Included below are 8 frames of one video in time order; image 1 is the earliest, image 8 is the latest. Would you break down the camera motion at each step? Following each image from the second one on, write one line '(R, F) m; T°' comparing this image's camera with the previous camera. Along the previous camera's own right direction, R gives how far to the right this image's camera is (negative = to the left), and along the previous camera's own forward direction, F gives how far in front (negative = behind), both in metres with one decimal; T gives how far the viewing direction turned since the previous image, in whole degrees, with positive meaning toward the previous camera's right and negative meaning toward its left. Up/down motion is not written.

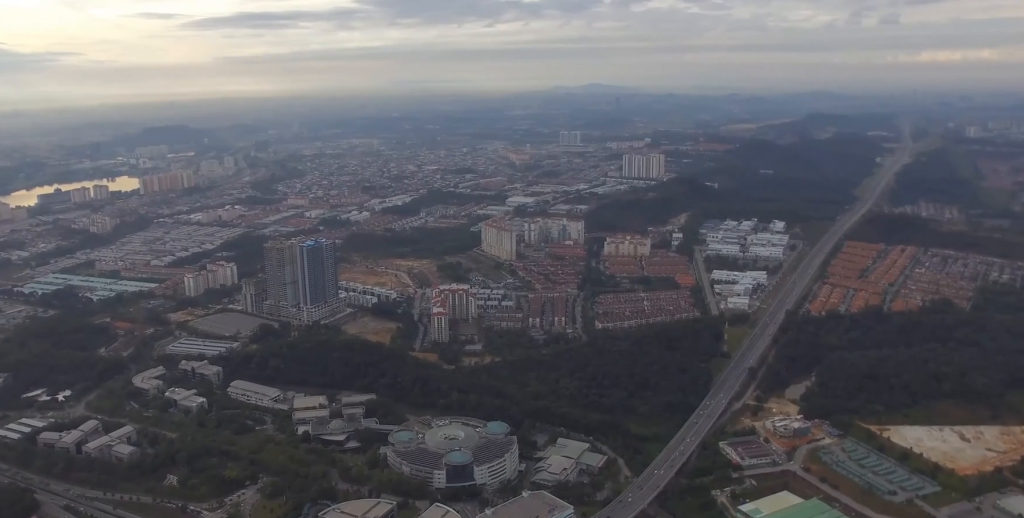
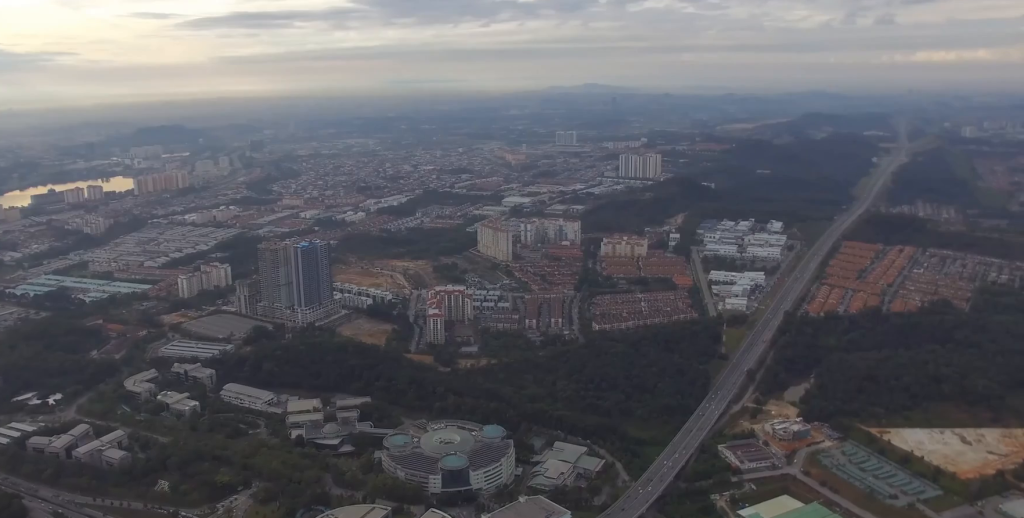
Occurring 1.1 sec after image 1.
(0.0, +13.6) m; 0°
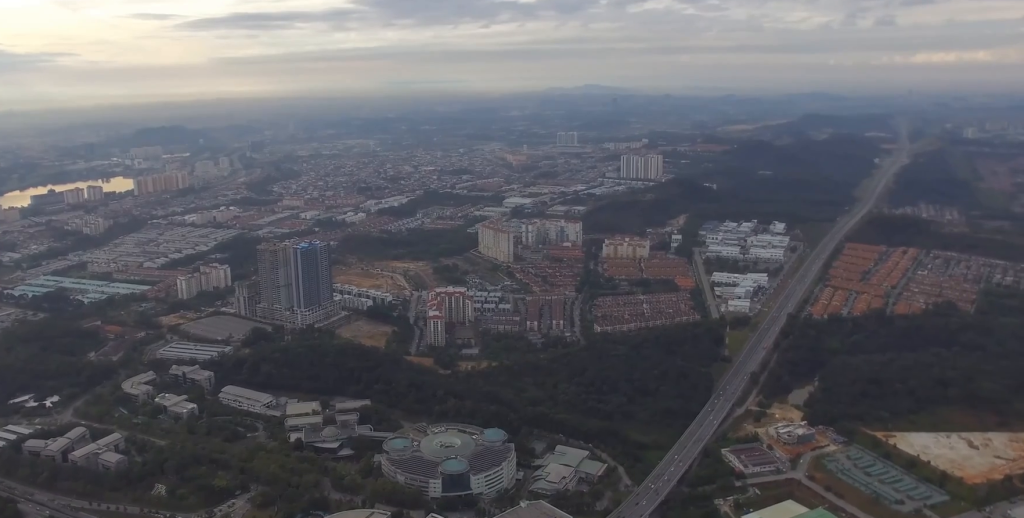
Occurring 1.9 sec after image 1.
(0.0, +9.3) m; 0°
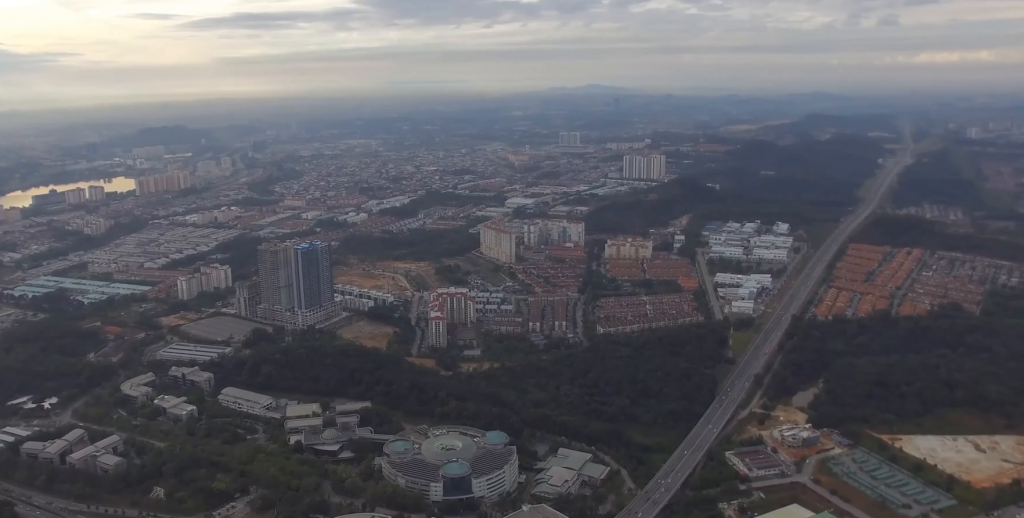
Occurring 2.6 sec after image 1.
(0.0, +8.4) m; 0°
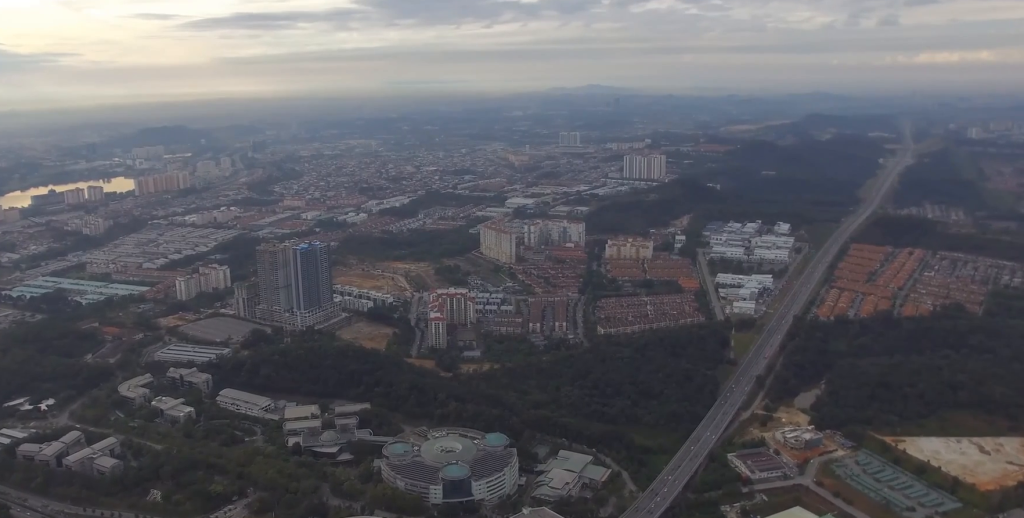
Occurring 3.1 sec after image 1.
(0.0, +7.0) m; 0°
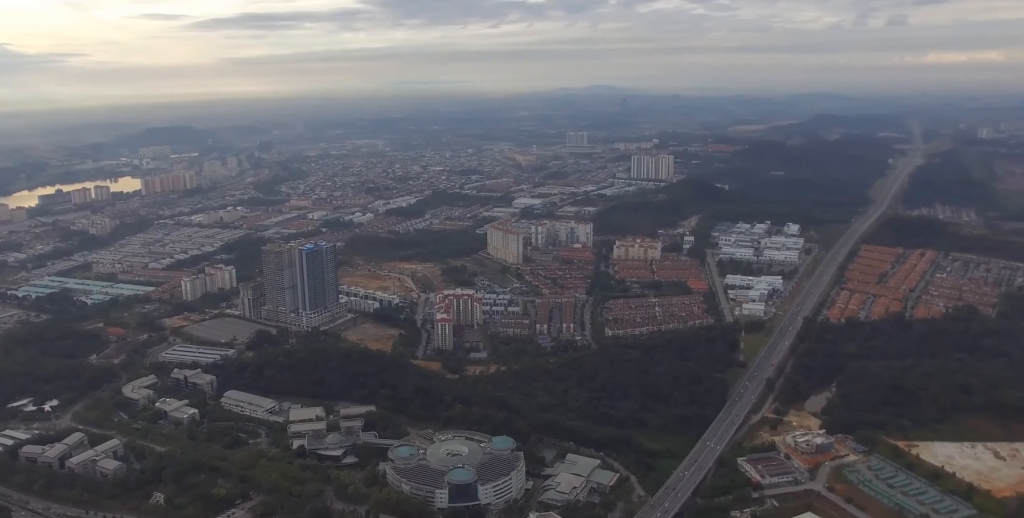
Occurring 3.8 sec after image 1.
(0.0, +9.0) m; 0°
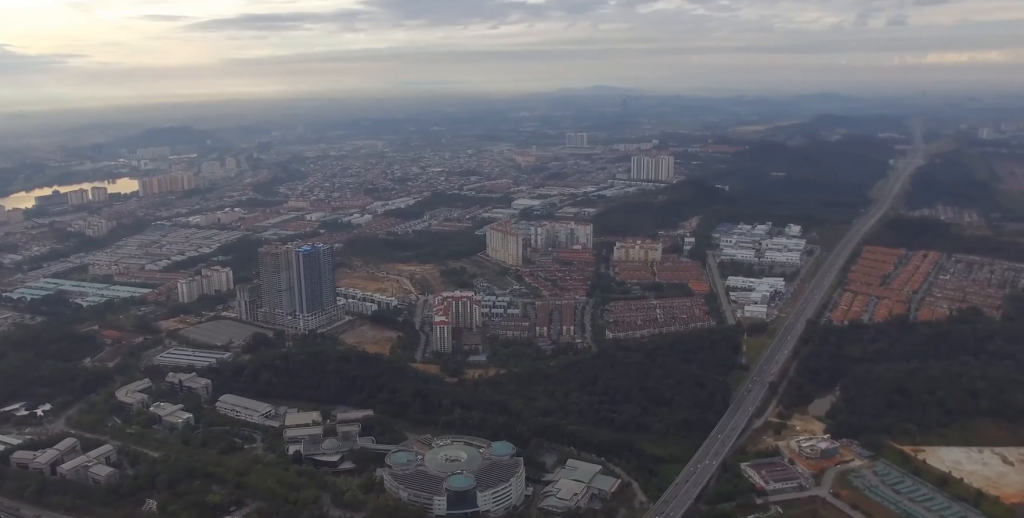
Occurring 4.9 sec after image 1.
(0.0, +12.6) m; 0°
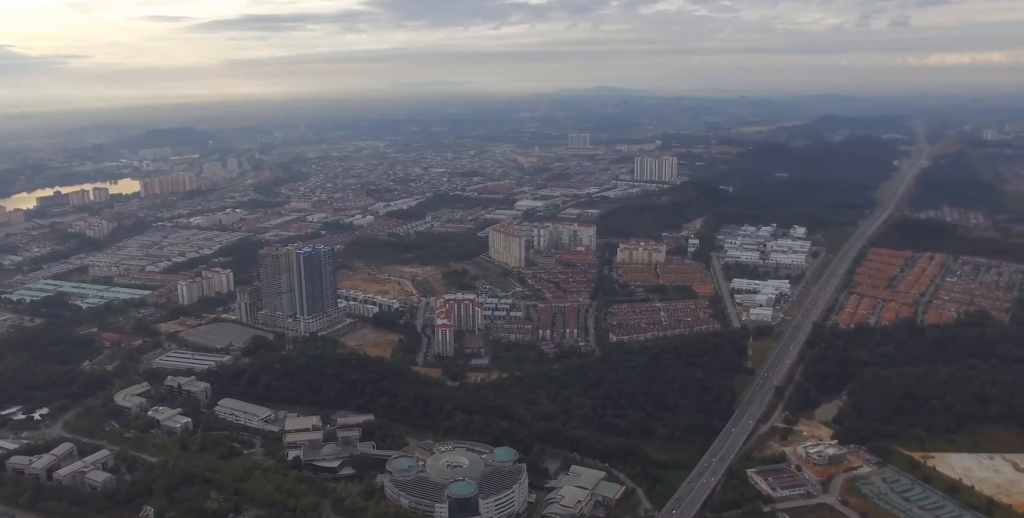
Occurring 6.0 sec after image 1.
(+0.1, +12.1) m; +1°
